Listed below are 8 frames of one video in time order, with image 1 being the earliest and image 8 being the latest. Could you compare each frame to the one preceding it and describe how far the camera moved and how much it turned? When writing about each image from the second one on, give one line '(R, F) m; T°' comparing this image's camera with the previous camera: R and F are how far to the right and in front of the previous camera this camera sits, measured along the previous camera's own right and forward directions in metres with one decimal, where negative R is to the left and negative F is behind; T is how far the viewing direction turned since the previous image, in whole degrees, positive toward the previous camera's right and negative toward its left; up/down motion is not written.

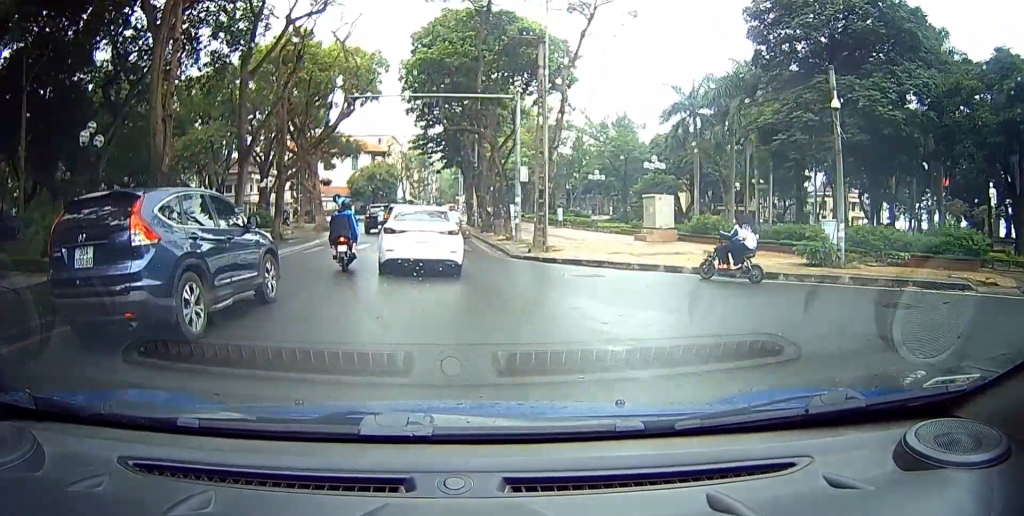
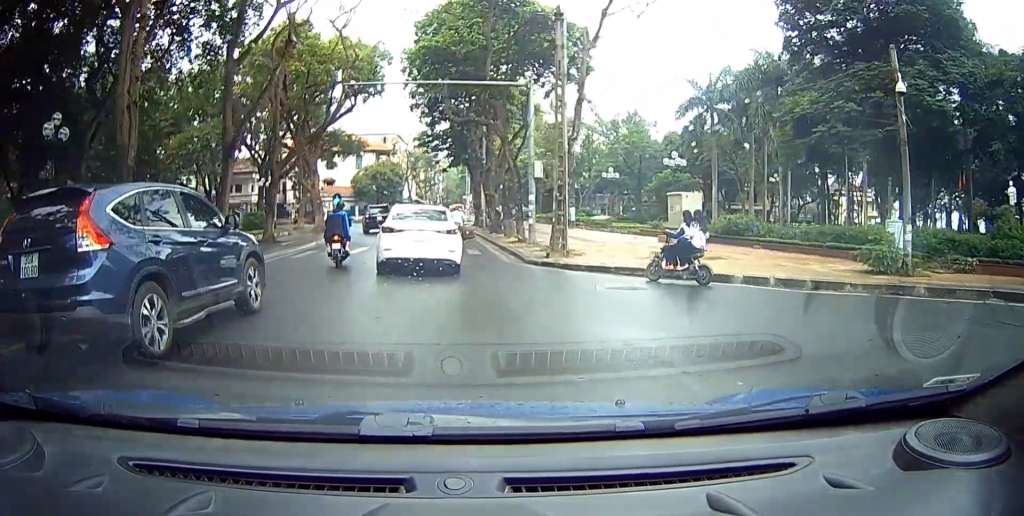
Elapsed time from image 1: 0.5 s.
(0.0, +3.0) m; 0°
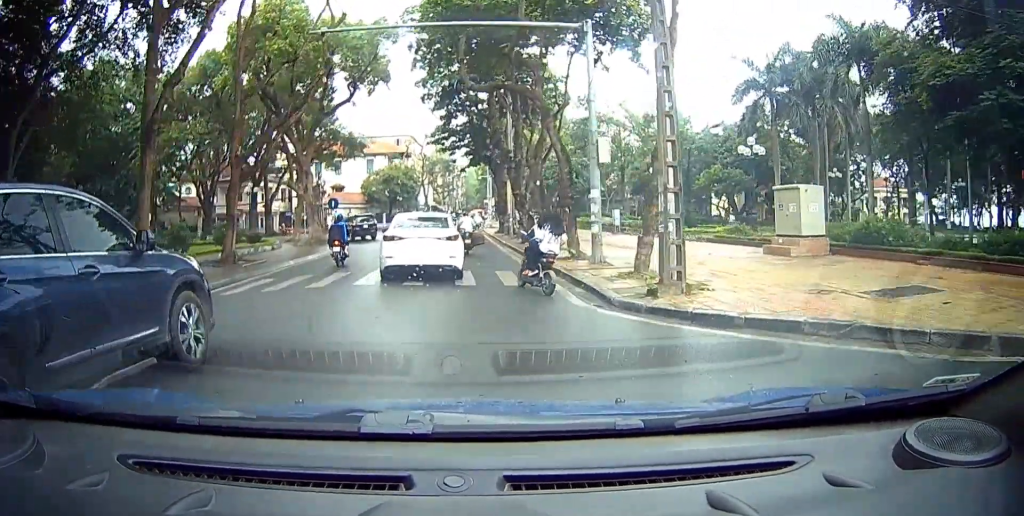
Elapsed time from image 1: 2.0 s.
(0.0, +8.8) m; 0°
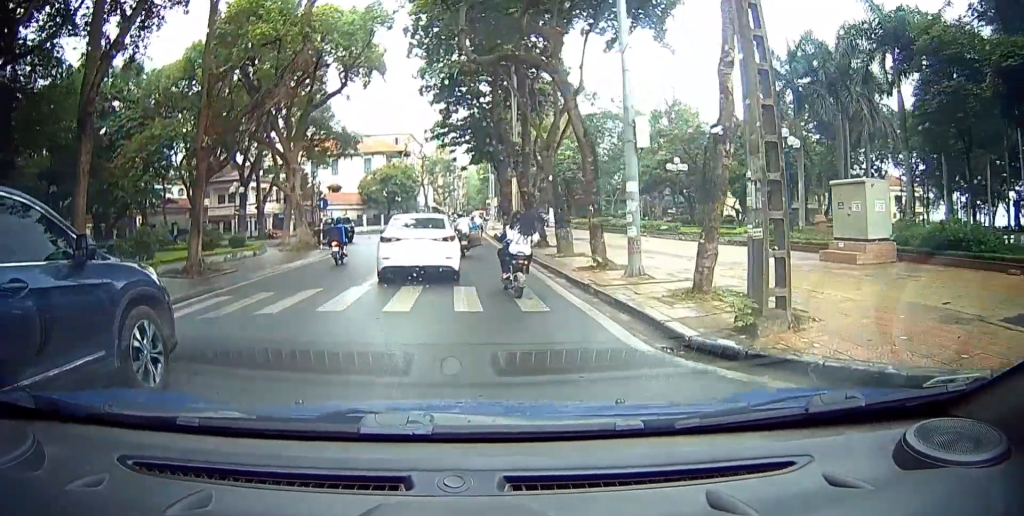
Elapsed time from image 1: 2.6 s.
(0.0, +3.2) m; 0°
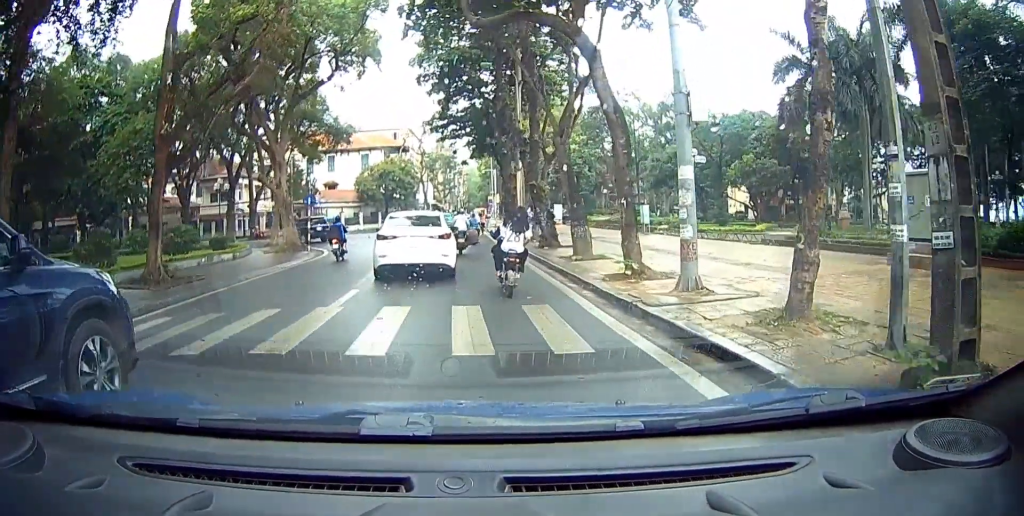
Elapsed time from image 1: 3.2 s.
(0.0, +2.7) m; 0°
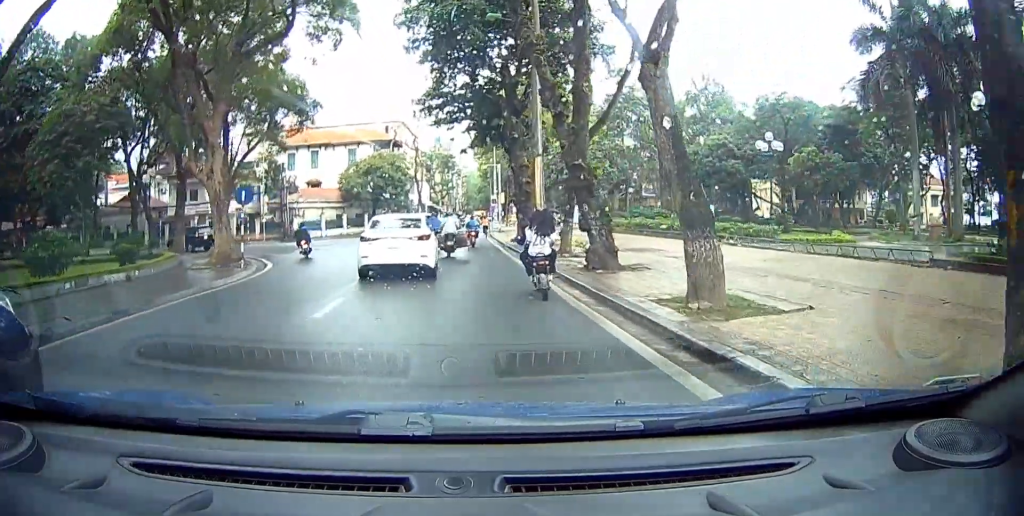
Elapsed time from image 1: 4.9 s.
(0.0, +8.7) m; 0°
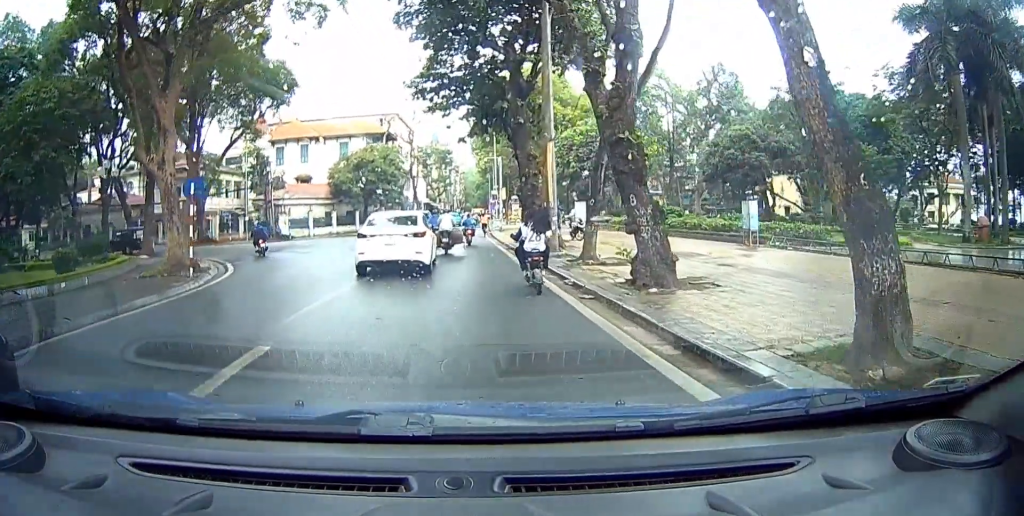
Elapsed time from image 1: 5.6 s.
(0.0, +4.5) m; 0°
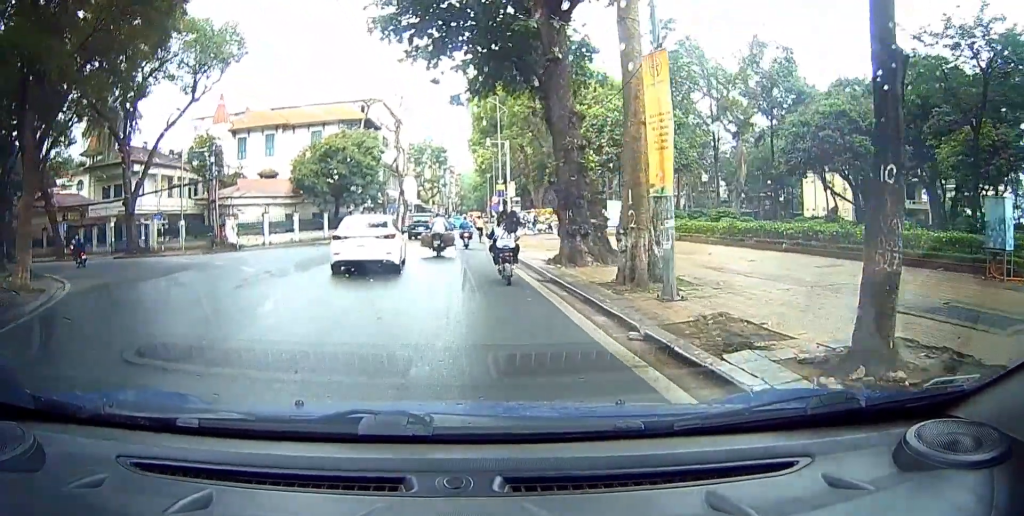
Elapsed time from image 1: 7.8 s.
(0.0, +12.1) m; 0°
